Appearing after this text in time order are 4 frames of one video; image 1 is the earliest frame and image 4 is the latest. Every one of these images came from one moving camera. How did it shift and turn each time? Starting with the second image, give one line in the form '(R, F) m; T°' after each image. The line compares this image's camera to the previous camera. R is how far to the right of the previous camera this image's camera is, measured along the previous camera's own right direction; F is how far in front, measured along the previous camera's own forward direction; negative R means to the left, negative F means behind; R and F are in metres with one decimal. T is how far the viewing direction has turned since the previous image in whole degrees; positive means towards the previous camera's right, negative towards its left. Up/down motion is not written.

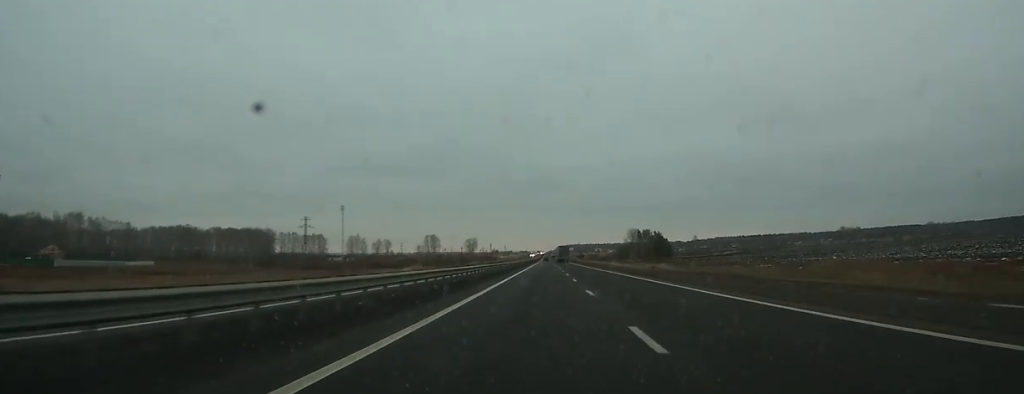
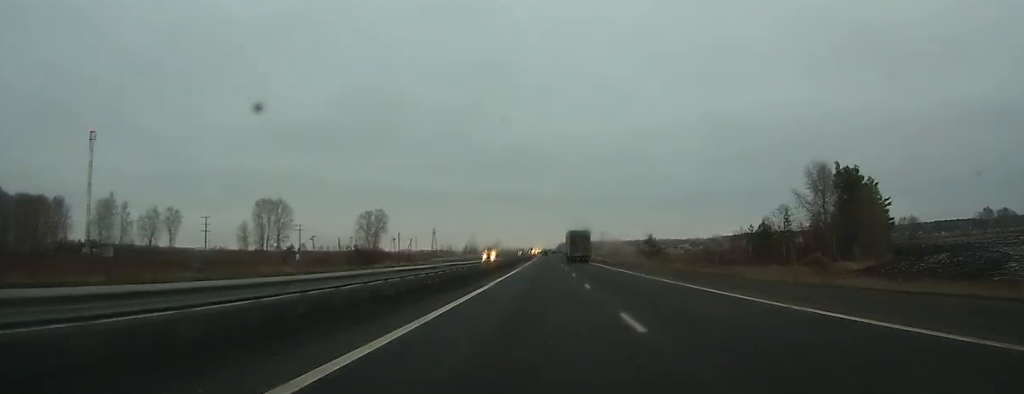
(-1.2, +238.2) m; 0°
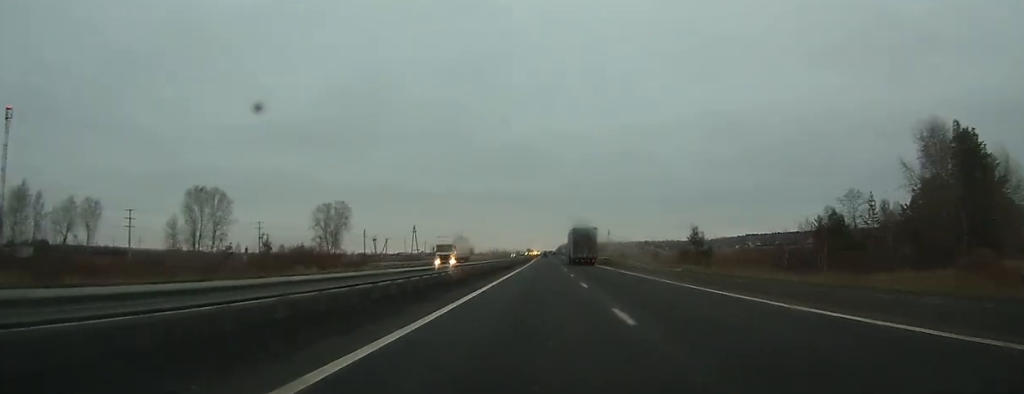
(+0.1, +34.7) m; 0°
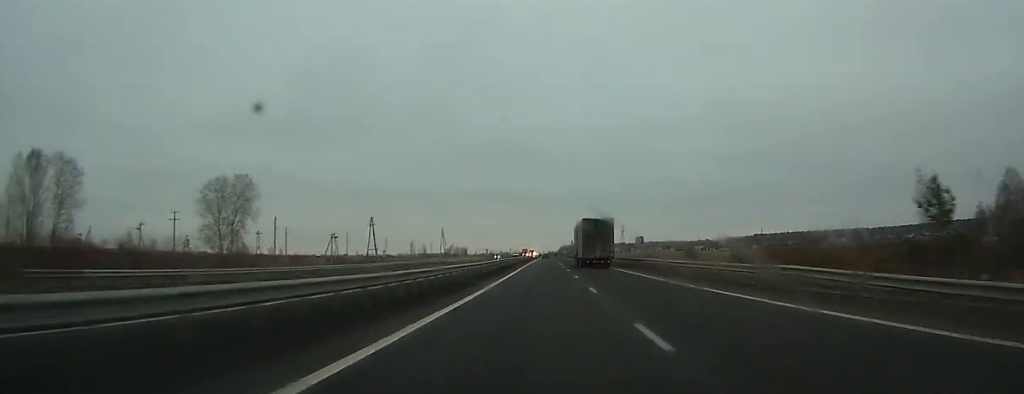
(+0.1, +50.1) m; 0°
